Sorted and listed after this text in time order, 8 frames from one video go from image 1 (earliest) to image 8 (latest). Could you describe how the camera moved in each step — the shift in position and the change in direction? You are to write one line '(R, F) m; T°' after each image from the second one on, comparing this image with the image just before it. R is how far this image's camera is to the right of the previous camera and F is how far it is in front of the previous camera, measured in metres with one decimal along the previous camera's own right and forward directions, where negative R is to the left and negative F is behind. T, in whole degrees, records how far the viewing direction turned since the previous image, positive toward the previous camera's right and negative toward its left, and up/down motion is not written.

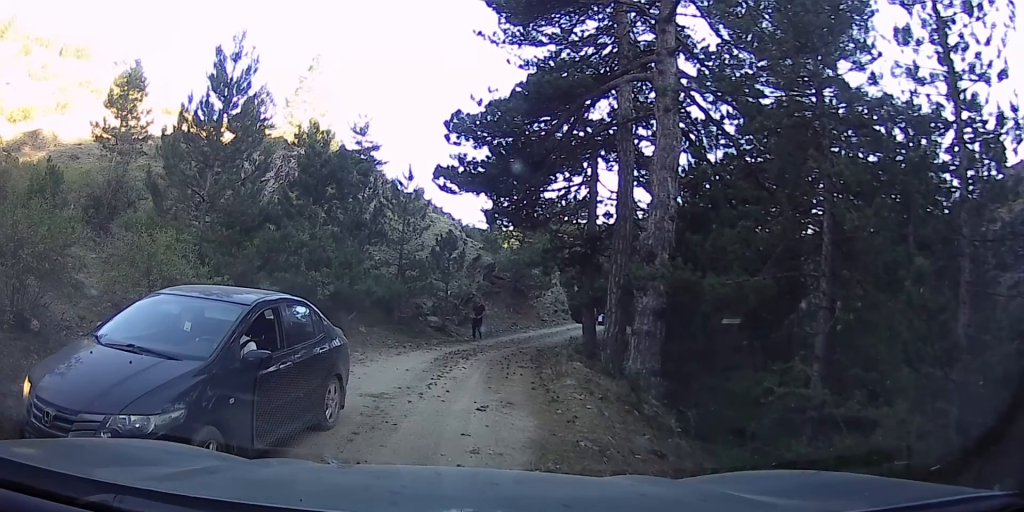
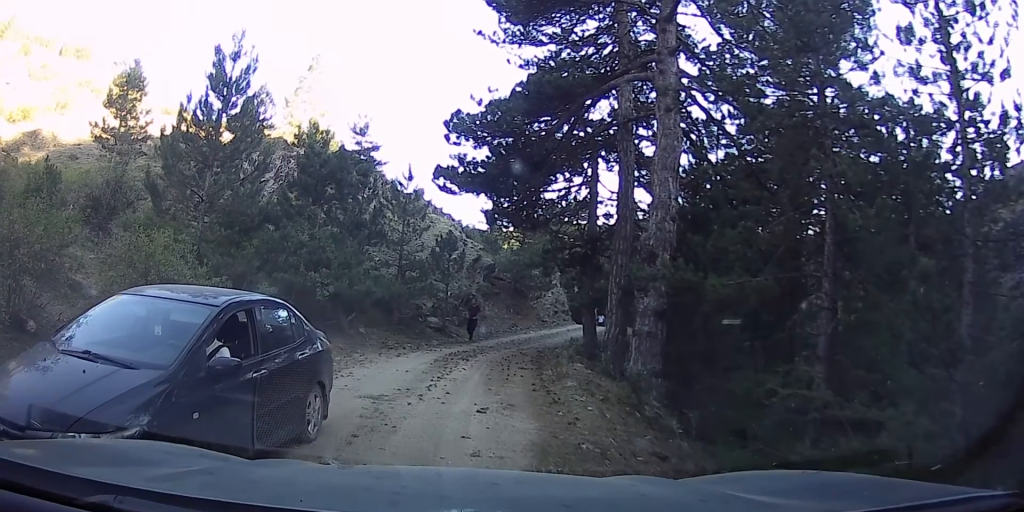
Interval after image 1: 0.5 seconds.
(0.0, 0.0) m; 0°
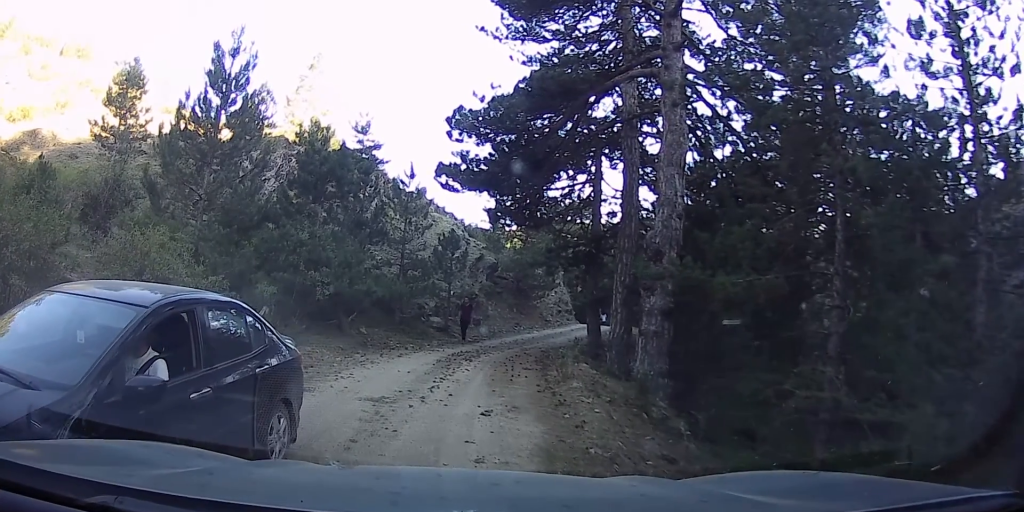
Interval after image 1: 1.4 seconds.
(0.0, +0.2) m; 0°
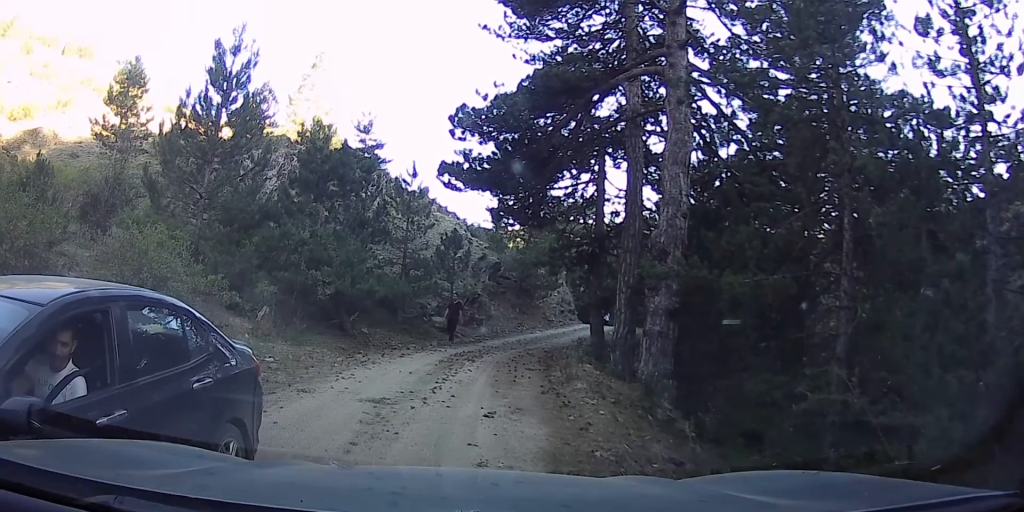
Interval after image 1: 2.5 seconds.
(0.0, +0.3) m; 0°
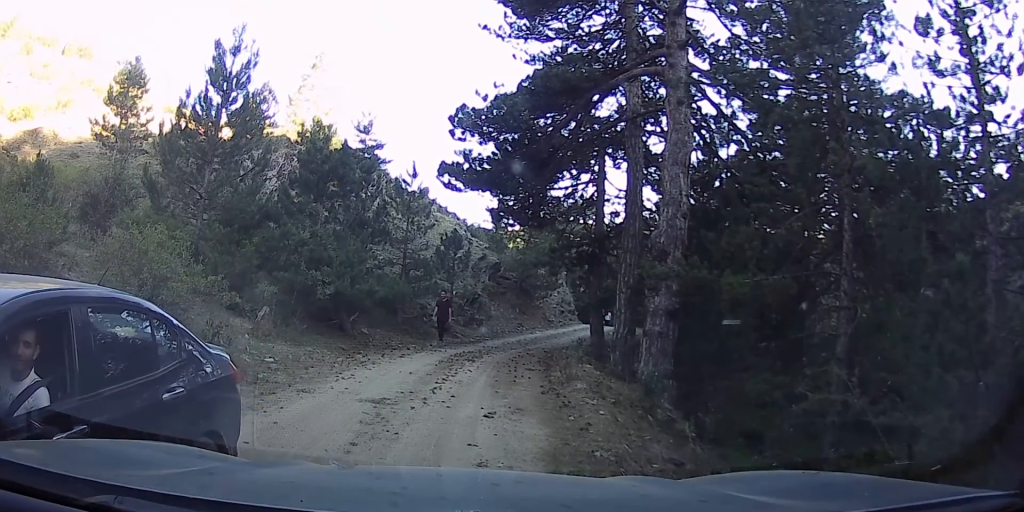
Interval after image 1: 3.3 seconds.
(0.0, 0.0) m; 0°
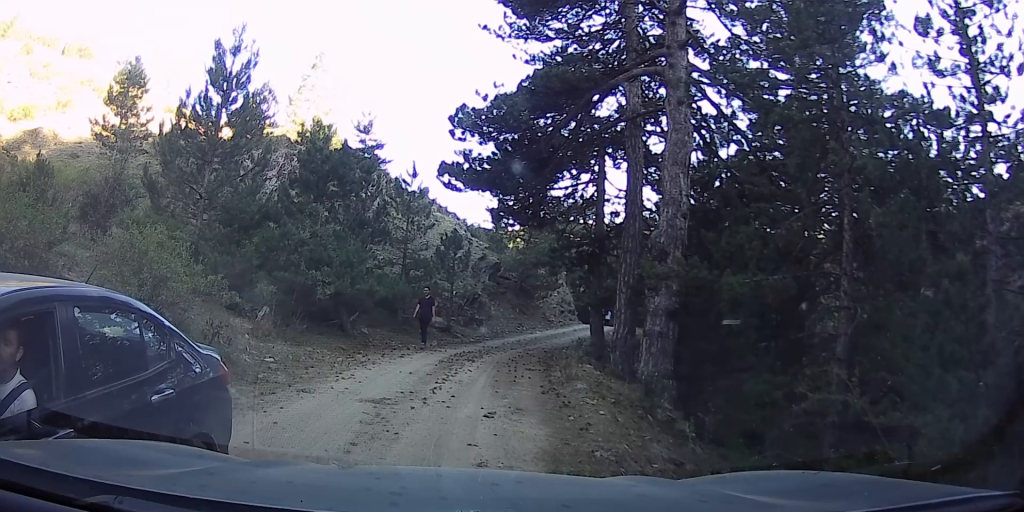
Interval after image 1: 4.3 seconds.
(0.0, +0.2) m; 0°
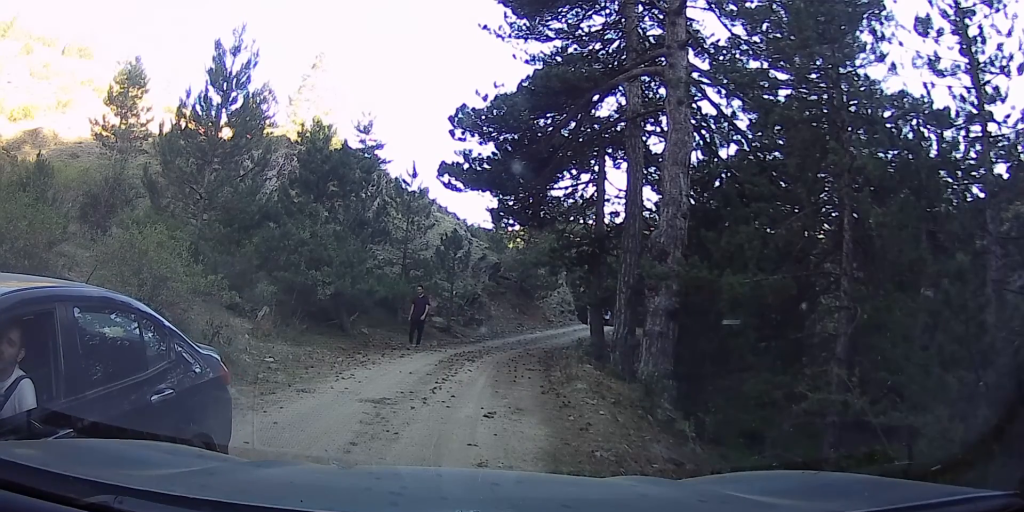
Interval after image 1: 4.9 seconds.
(0.0, 0.0) m; 0°
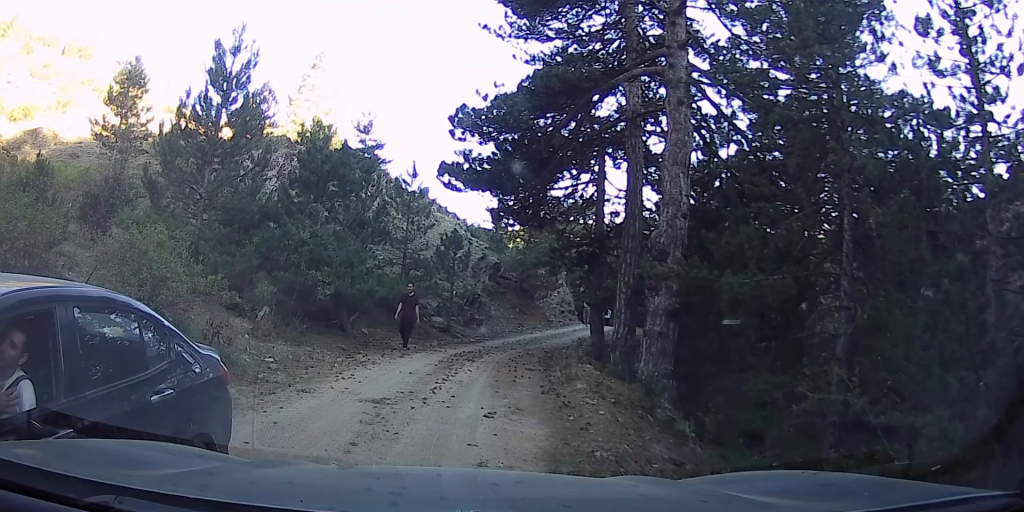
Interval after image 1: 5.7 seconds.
(0.0, 0.0) m; 0°
